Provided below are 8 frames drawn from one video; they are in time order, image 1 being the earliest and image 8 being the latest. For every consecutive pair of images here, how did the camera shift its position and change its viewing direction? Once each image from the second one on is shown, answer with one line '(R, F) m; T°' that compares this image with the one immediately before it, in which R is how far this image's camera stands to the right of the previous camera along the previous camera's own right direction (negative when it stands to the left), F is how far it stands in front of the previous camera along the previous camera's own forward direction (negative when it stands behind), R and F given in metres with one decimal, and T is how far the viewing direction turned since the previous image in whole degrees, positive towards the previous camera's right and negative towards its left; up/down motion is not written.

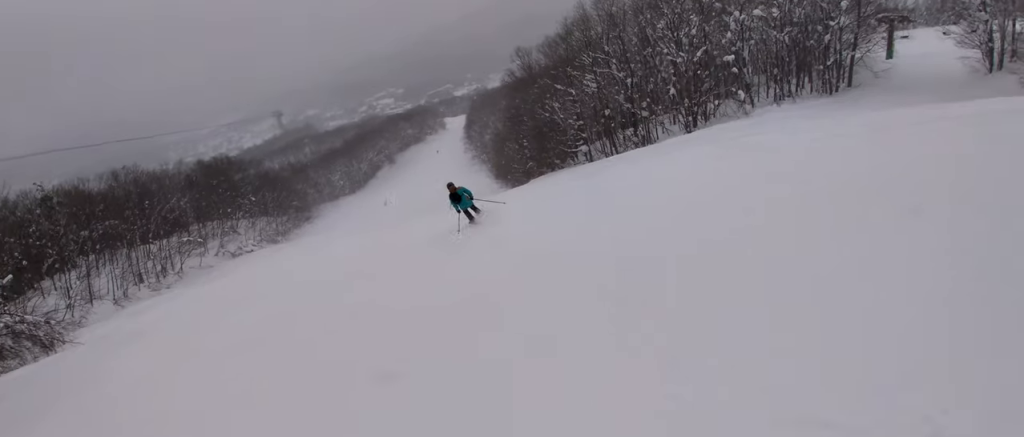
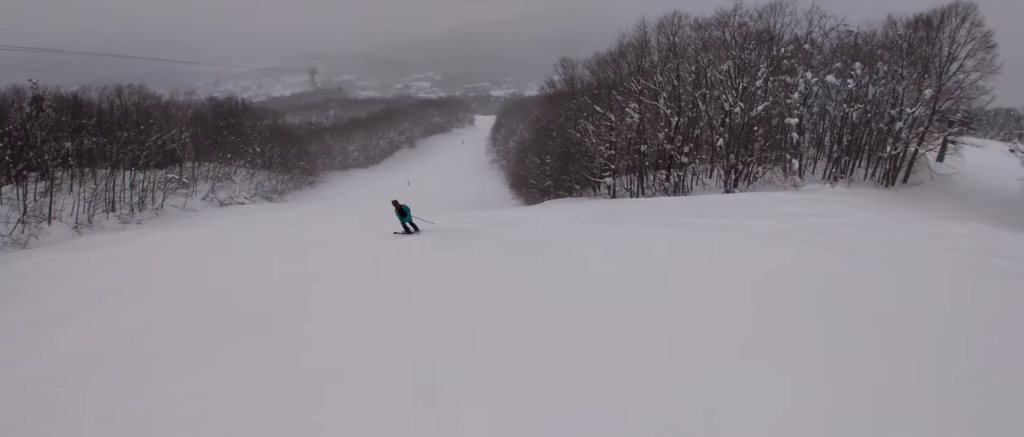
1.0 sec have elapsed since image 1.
(+0.7, +5.2) m; -1°
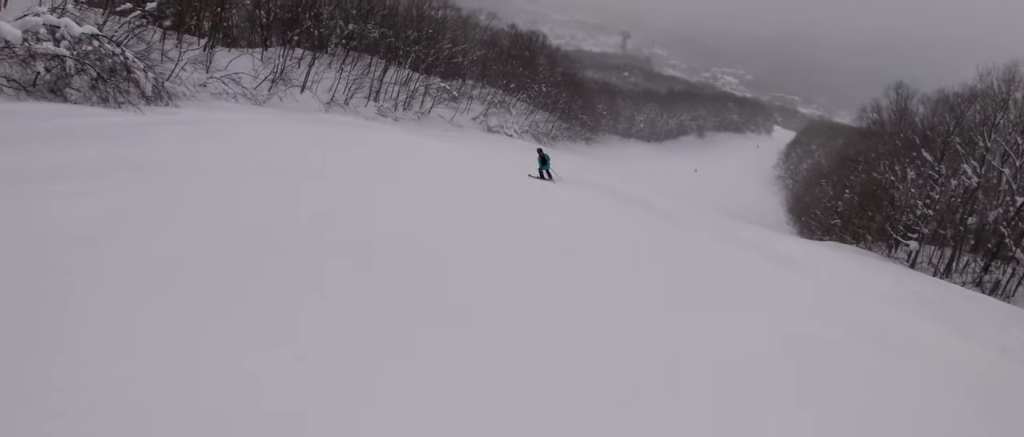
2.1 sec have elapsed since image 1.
(-0.9, +5.5) m; -28°
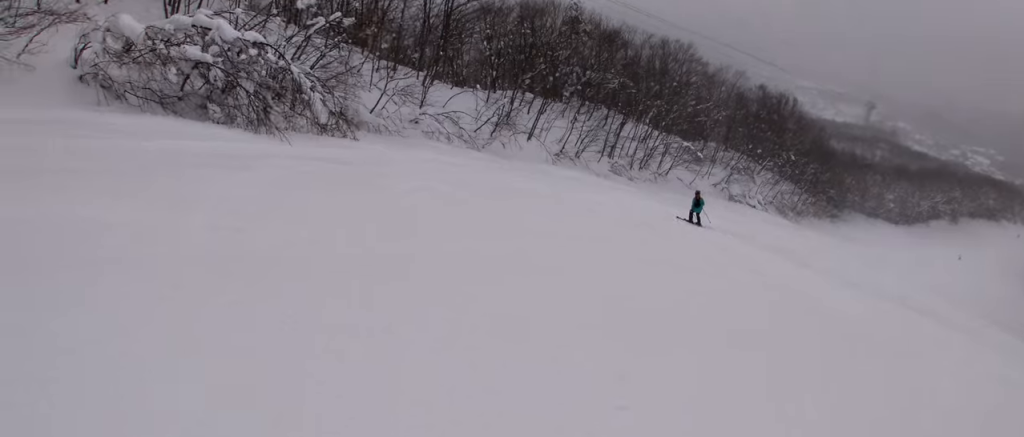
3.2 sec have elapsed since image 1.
(-2.0, +5.9) m; -15°
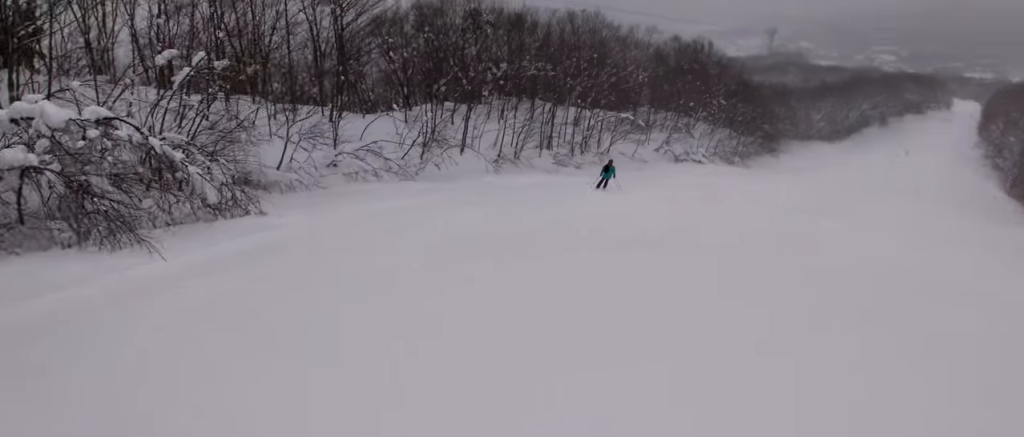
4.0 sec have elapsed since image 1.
(+0.4, +4.4) m; +17°
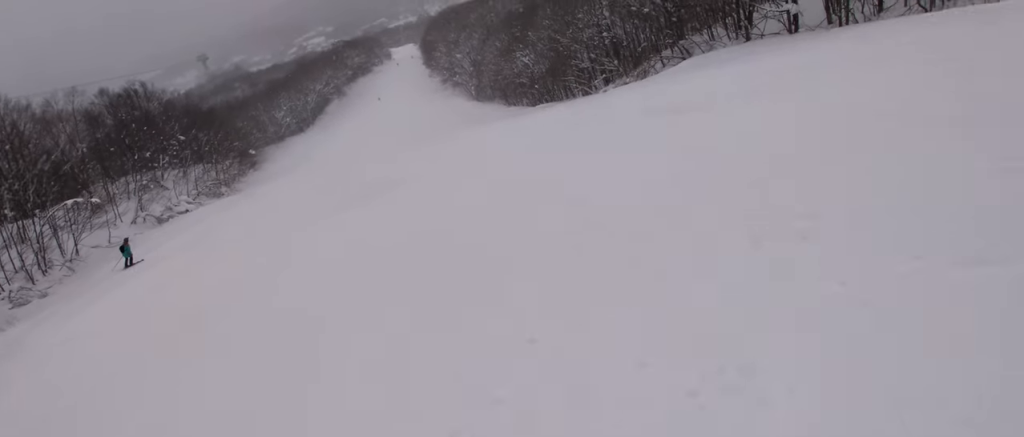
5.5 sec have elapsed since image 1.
(+3.0, +7.5) m; +33°
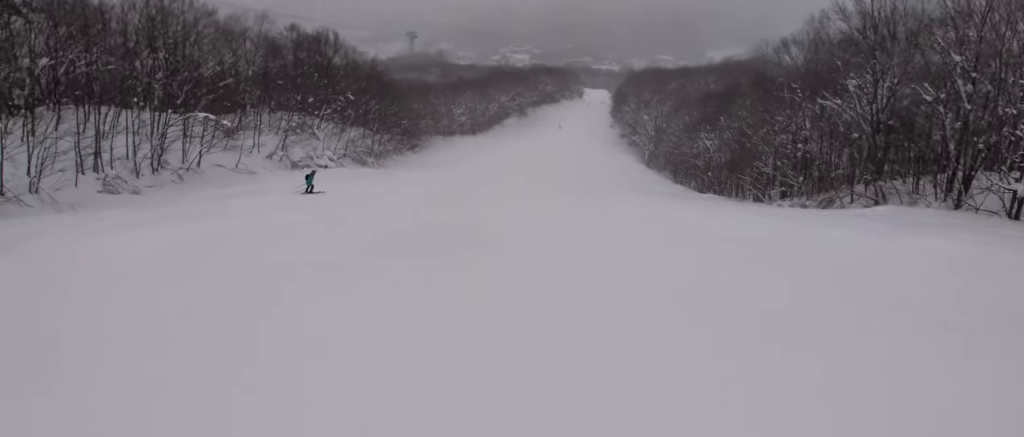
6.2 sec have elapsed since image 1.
(+0.2, +4.1) m; -7°
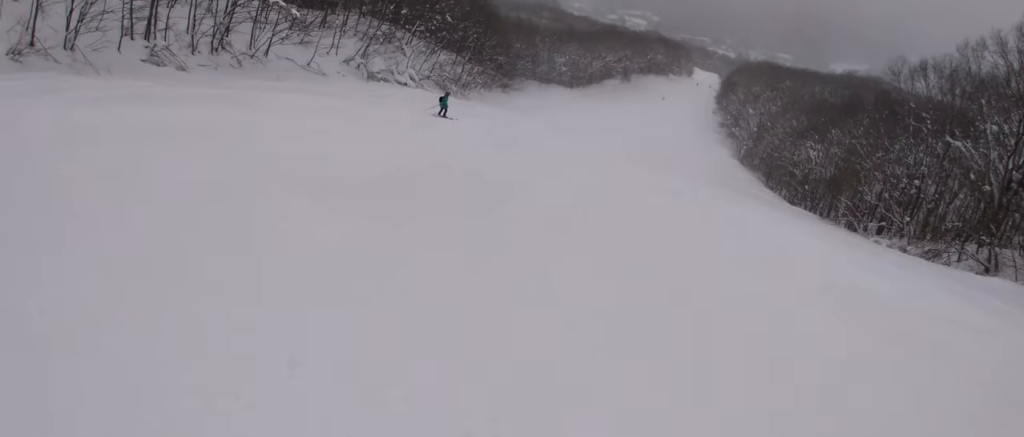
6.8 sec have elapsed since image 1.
(-0.2, +3.0) m; -9°
